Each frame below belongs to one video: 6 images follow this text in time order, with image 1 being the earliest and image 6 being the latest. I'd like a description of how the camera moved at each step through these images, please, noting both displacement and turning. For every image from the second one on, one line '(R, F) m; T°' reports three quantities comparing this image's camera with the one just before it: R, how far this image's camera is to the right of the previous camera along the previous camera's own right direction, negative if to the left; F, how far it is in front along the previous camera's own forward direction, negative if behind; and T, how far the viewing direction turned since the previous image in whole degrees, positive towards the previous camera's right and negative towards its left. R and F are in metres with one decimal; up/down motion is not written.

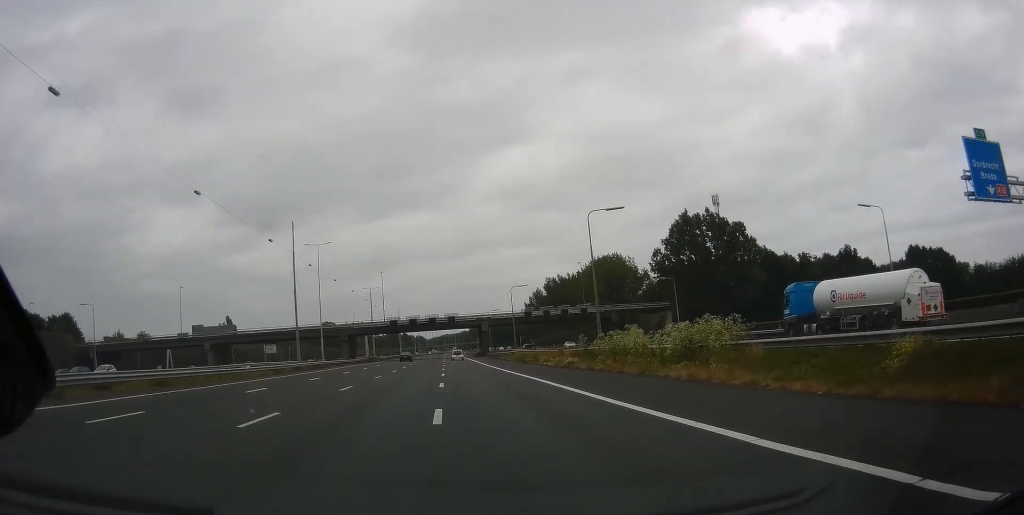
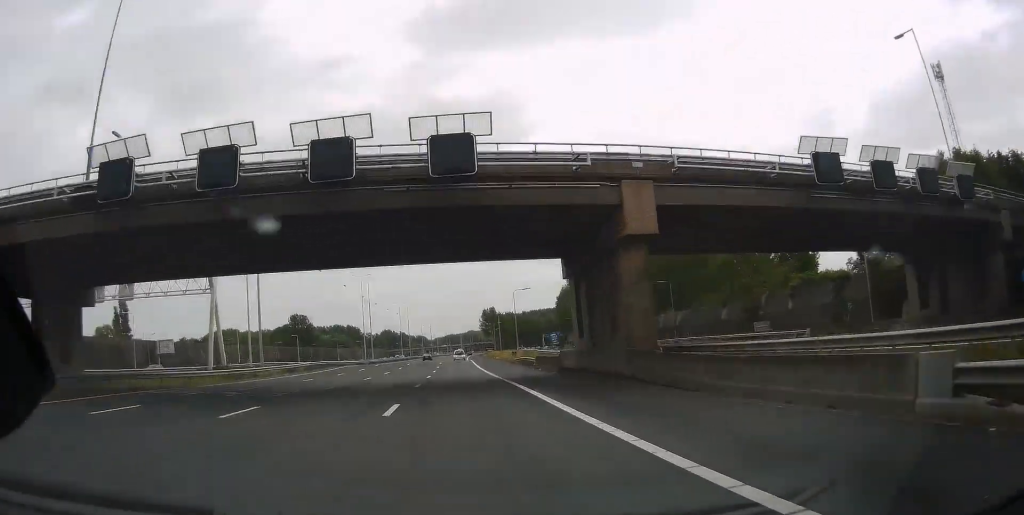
(-1.1, +104.4) m; -1°
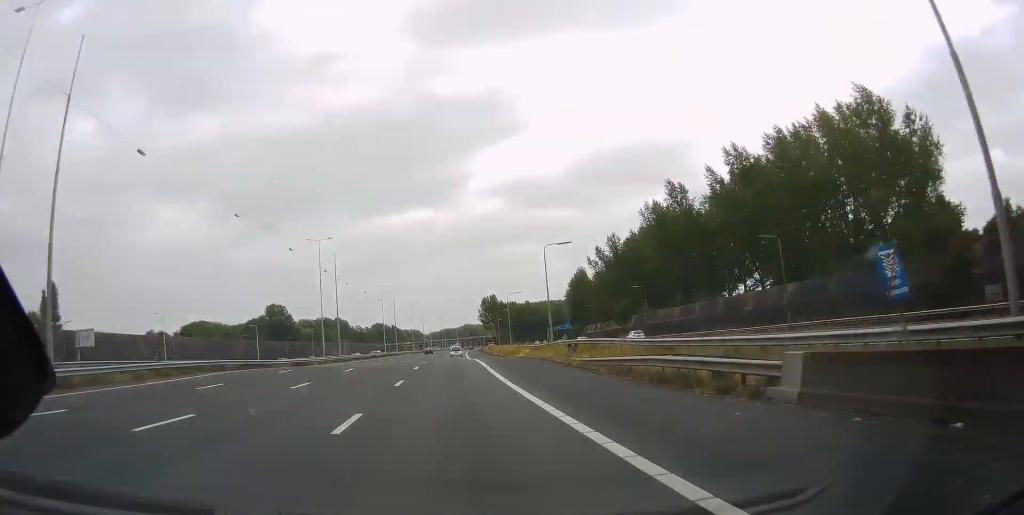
(-0.1, +39.1) m; 0°
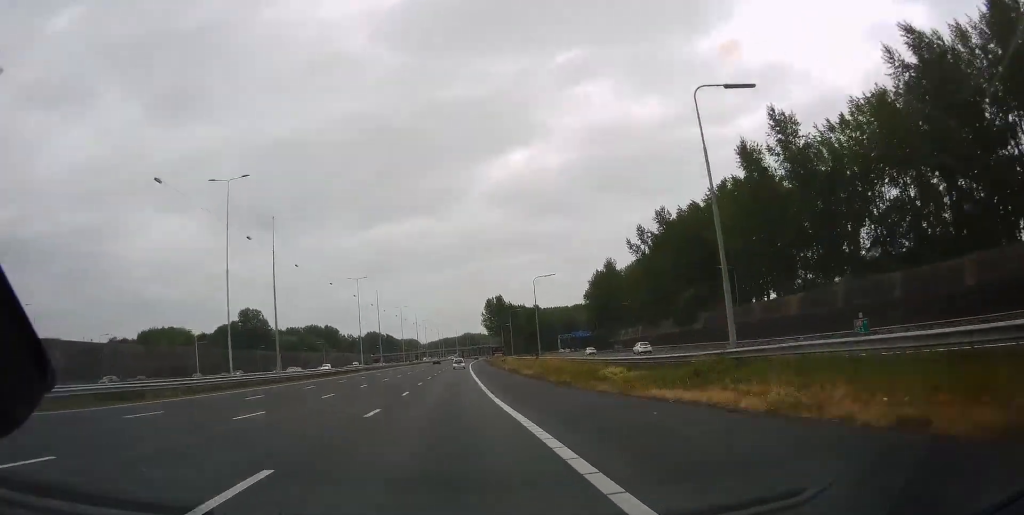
(+0.1, +41.0) m; 0°
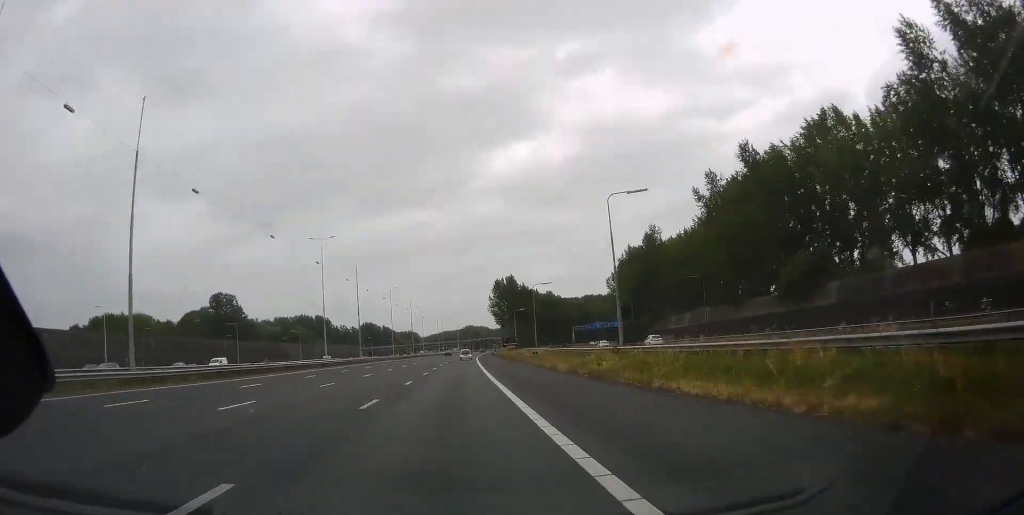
(+0.2, +37.3) m; 0°
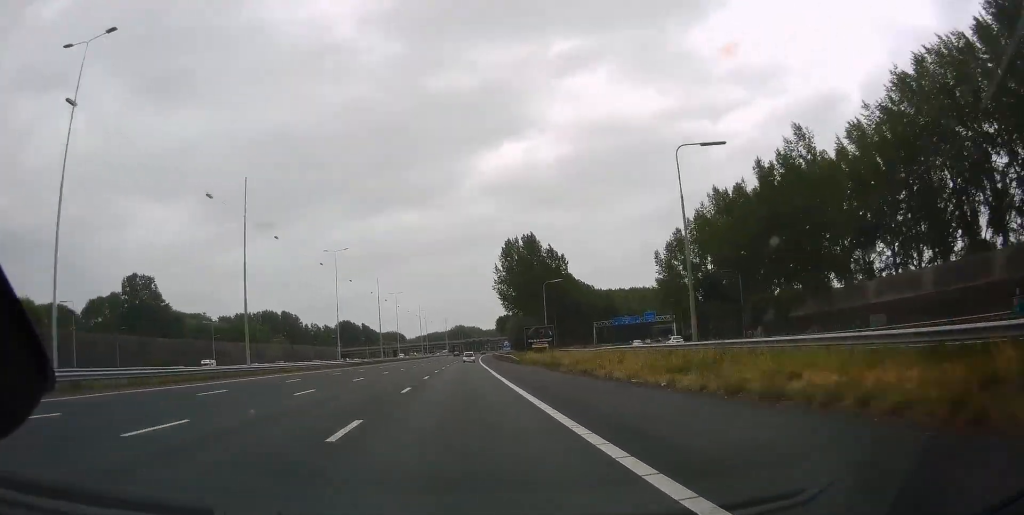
(+0.1, +65.2) m; +1°
